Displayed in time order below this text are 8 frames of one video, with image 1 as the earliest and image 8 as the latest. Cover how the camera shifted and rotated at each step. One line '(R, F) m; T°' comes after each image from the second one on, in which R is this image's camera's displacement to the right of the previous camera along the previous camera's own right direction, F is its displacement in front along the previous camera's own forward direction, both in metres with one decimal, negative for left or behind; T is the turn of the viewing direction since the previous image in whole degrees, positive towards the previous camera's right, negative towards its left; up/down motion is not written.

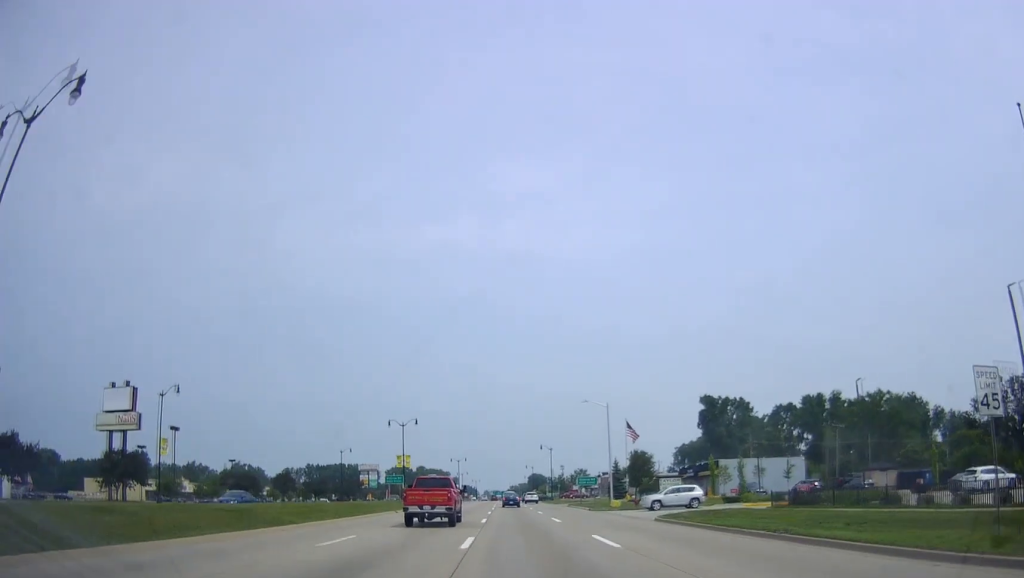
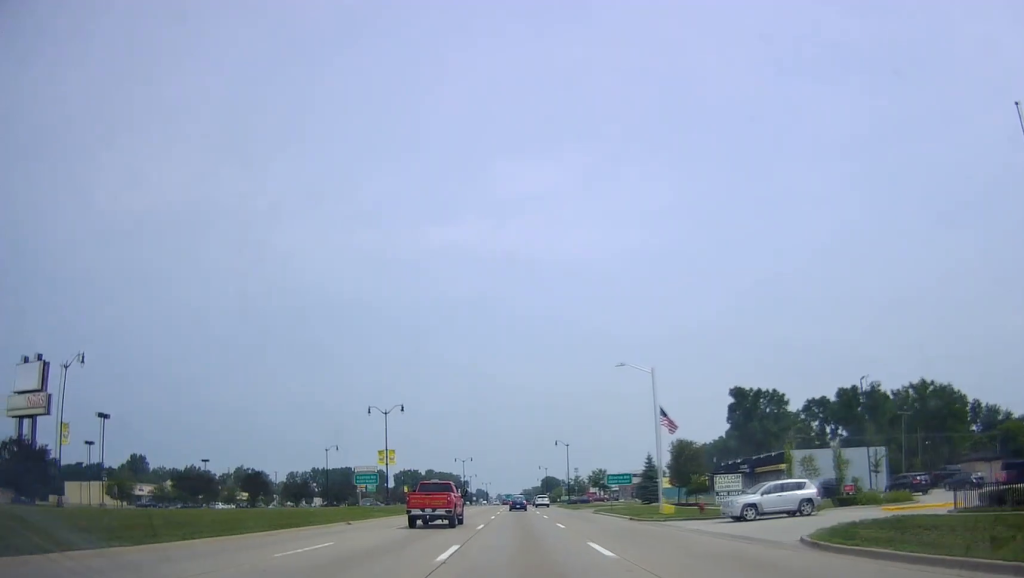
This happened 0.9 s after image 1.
(+0.1, +17.5) m; -1°
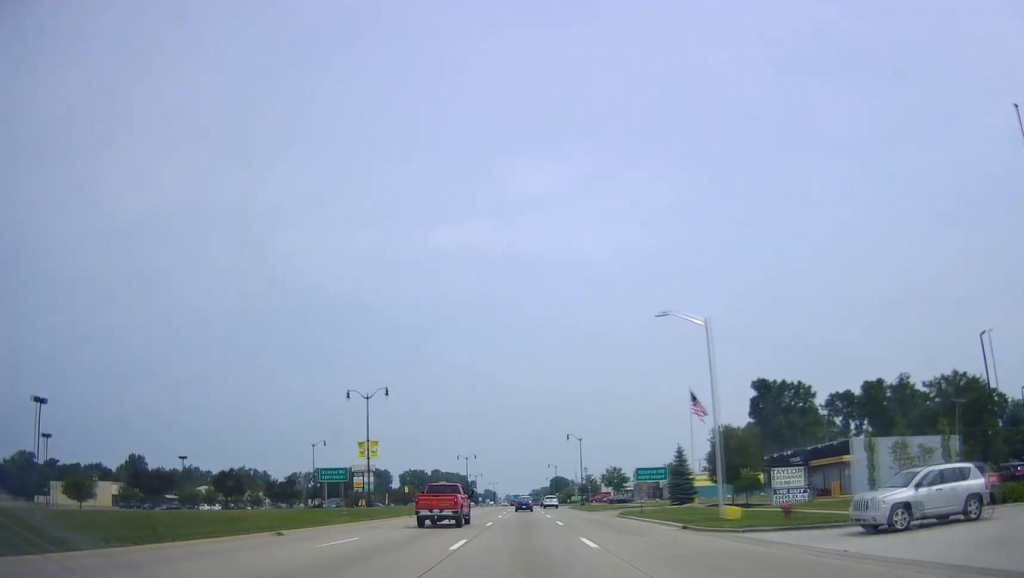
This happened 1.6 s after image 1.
(-0.3, +12.0) m; -1°
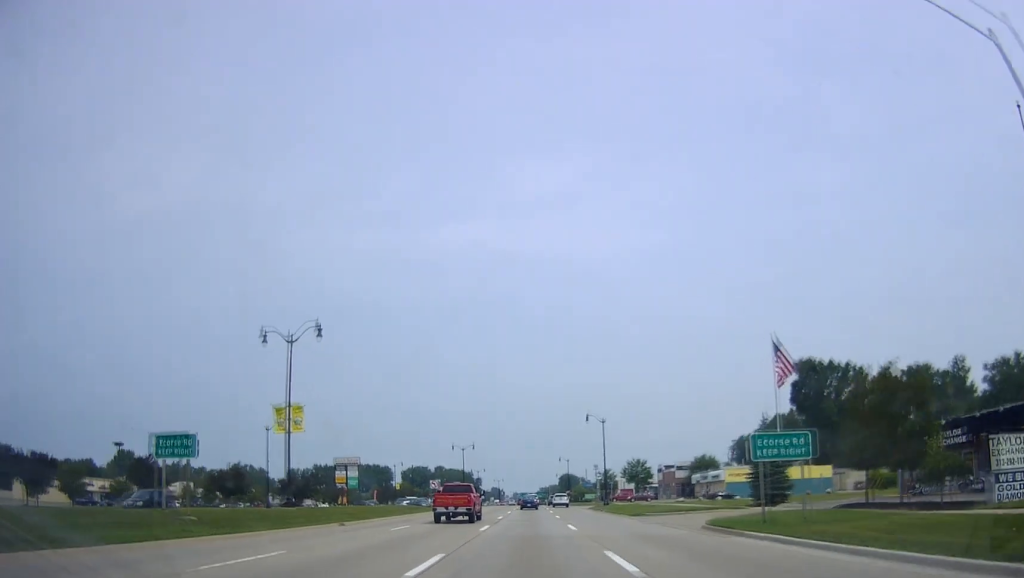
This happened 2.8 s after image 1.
(0.0, +23.2) m; 0°
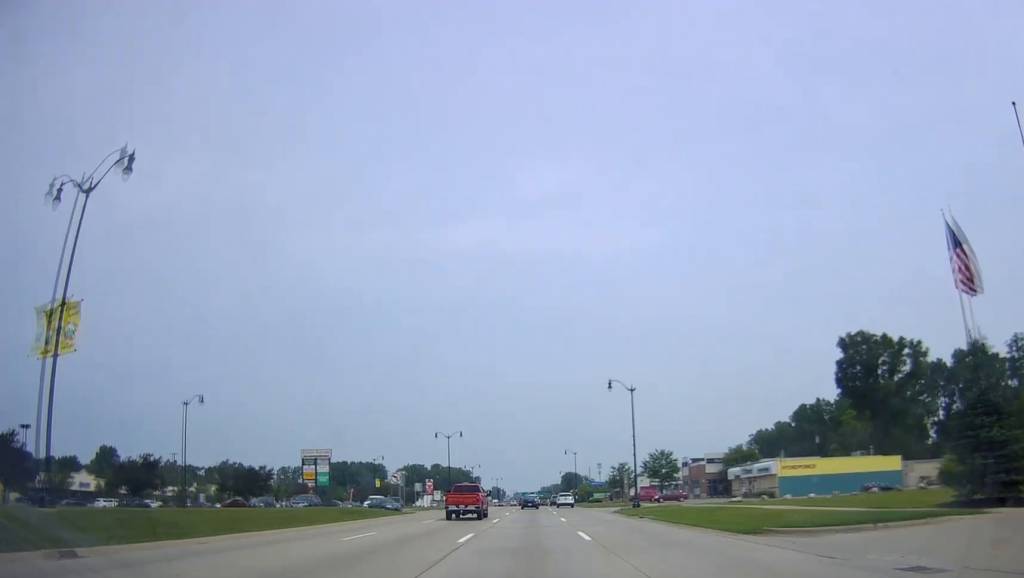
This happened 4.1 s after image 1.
(0.0, +23.4) m; -1°
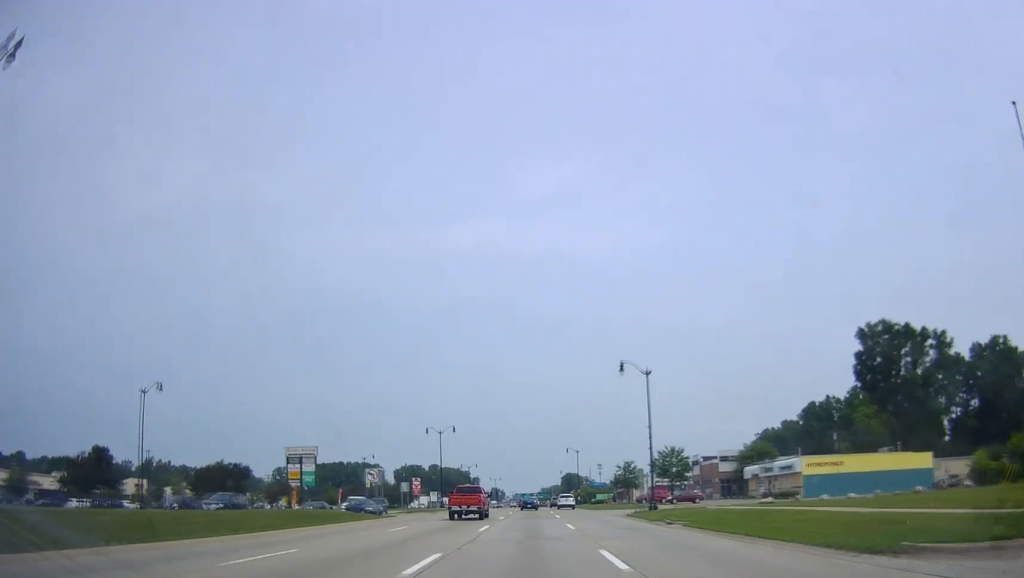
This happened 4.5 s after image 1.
(+0.2, +8.6) m; -1°
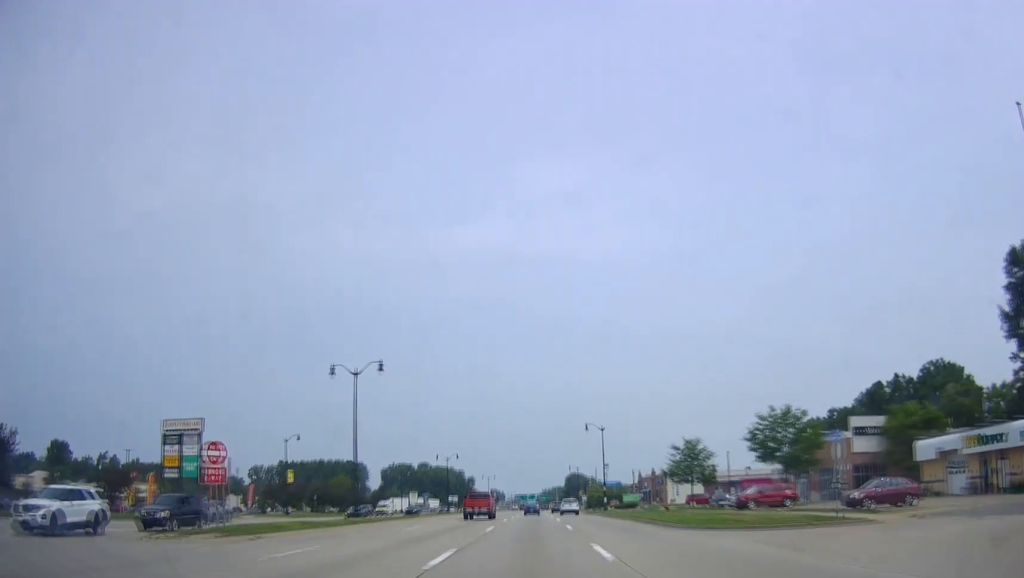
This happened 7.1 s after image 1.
(+0.4, +44.5) m; +3°
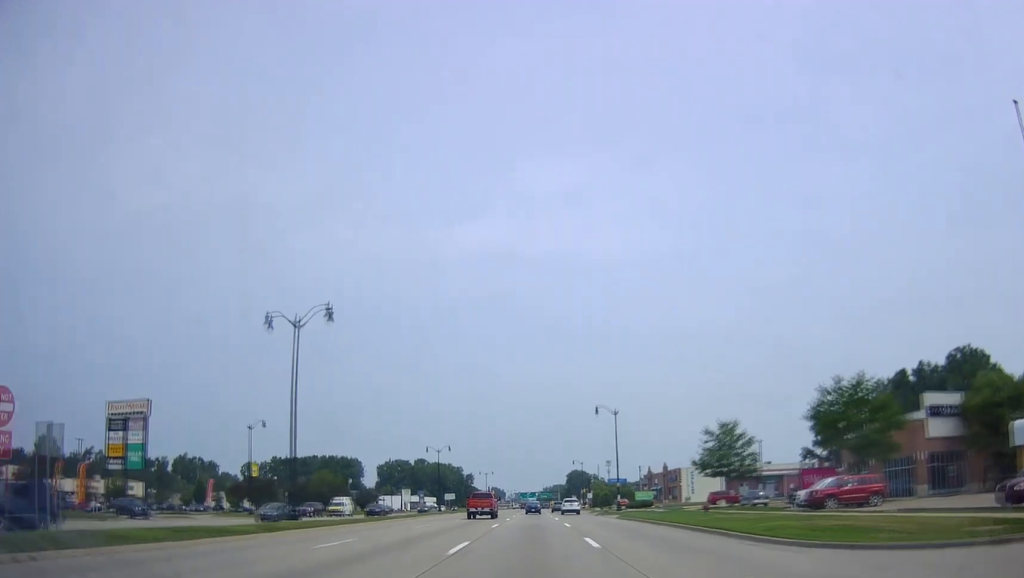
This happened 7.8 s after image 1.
(0.0, +12.2) m; -1°
